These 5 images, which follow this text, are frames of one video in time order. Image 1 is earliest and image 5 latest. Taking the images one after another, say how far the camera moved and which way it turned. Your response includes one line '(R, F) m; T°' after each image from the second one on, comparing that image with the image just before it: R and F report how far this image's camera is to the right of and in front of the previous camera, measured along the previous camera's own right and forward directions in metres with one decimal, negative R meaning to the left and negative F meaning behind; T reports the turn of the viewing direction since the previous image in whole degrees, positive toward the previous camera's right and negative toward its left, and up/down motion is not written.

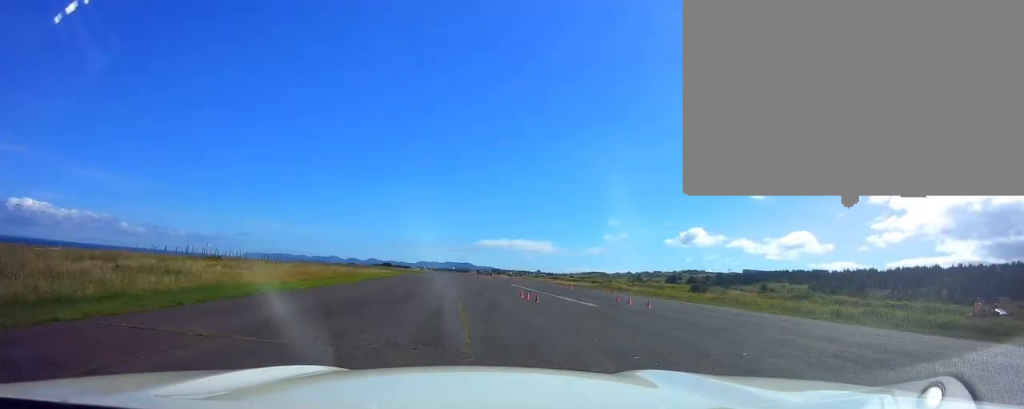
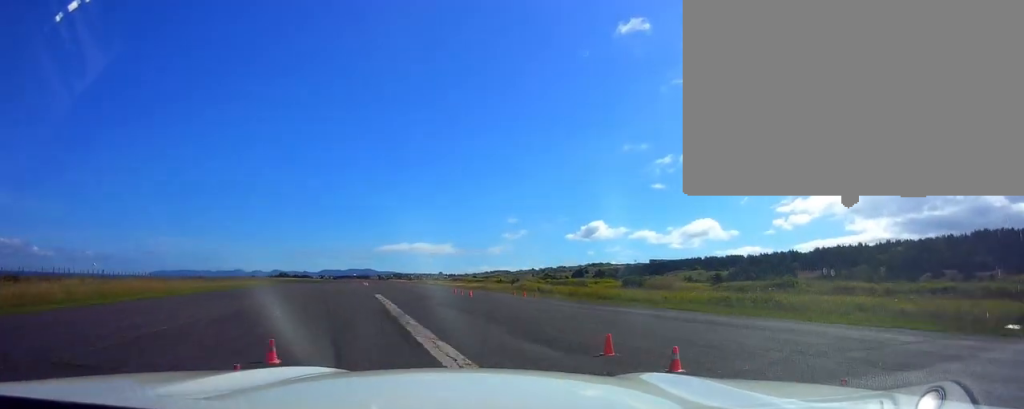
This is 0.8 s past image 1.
(+0.7, +21.1) m; +4°
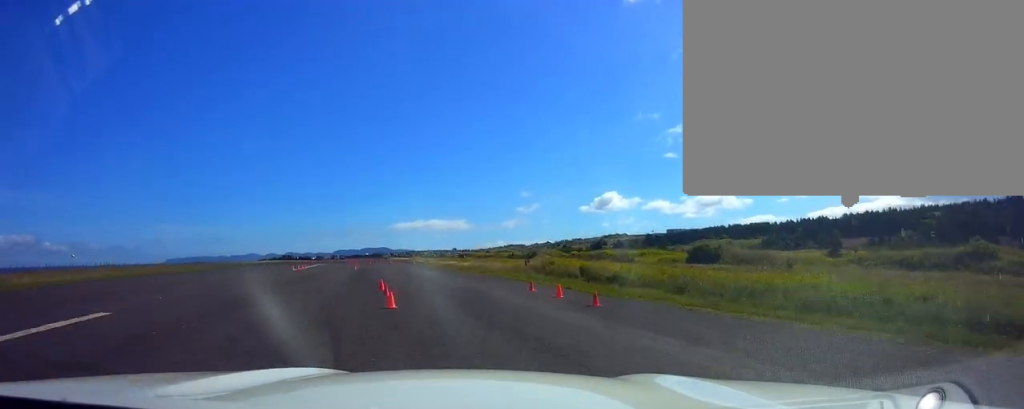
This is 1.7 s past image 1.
(+0.6, +25.9) m; +6°
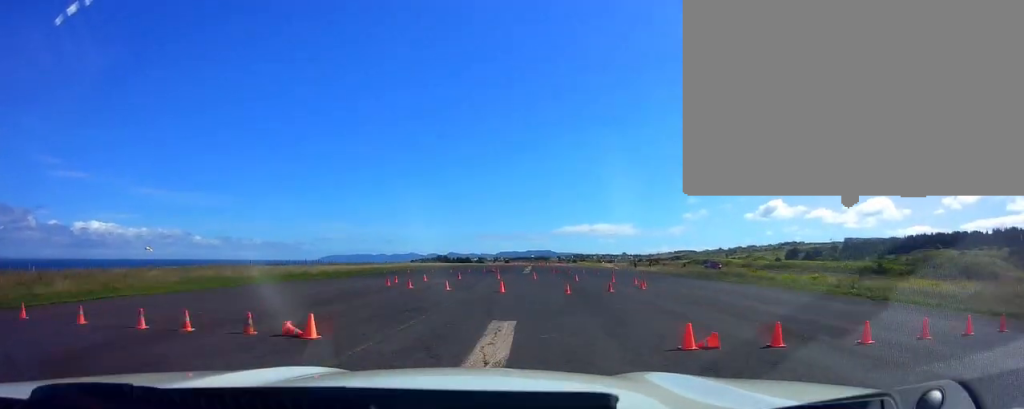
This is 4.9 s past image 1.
(-5.3, +82.9) m; -8°
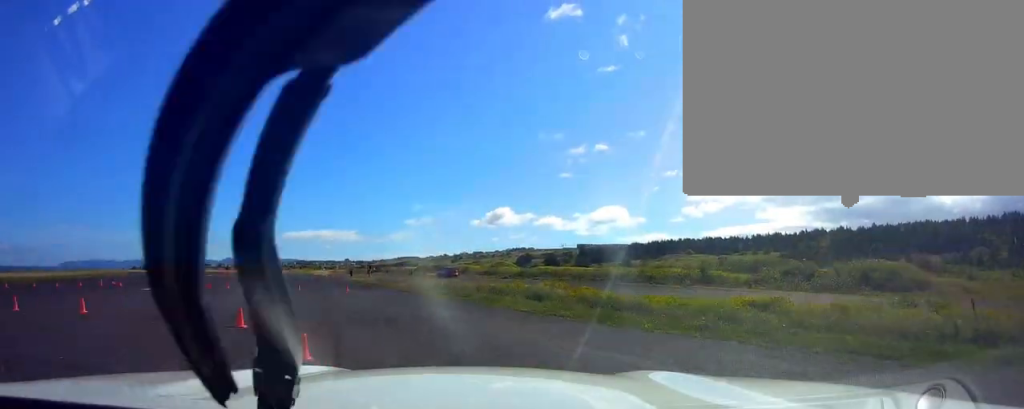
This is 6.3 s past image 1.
(+1.9, +32.2) m; +5°
